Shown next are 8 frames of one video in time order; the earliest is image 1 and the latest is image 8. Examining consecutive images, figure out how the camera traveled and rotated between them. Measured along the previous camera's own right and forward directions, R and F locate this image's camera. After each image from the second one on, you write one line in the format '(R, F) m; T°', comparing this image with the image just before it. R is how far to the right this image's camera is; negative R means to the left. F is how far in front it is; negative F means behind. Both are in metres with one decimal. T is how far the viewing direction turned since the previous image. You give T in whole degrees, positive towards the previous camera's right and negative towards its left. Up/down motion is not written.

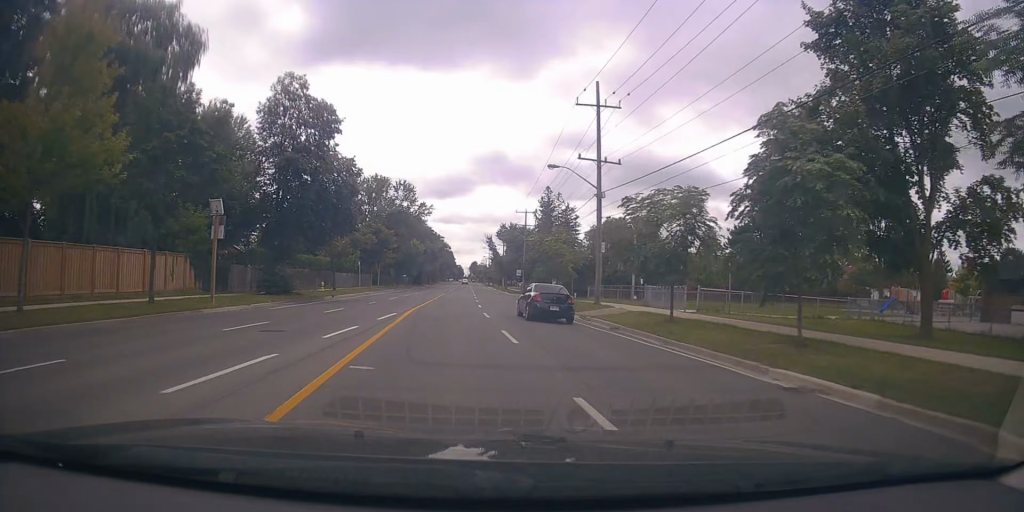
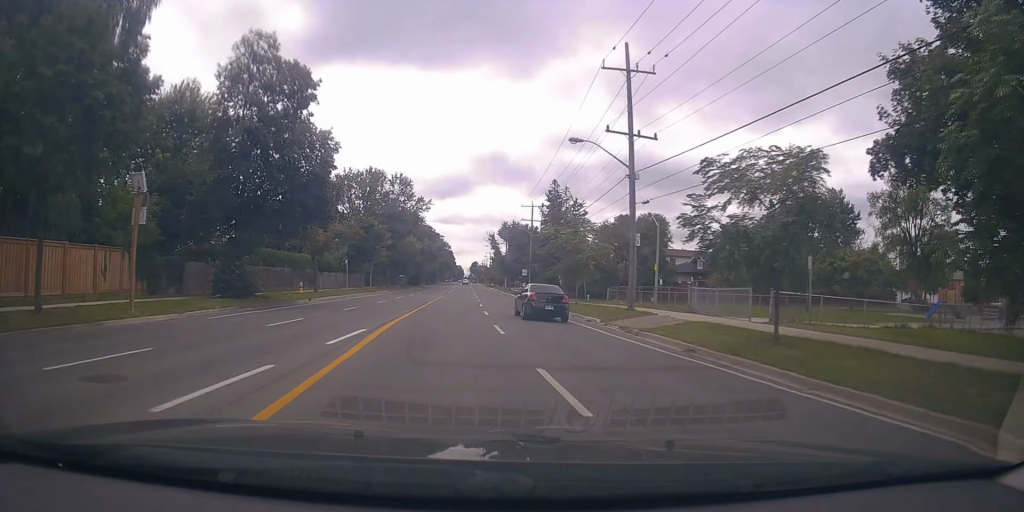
(-0.3, +6.7) m; 0°
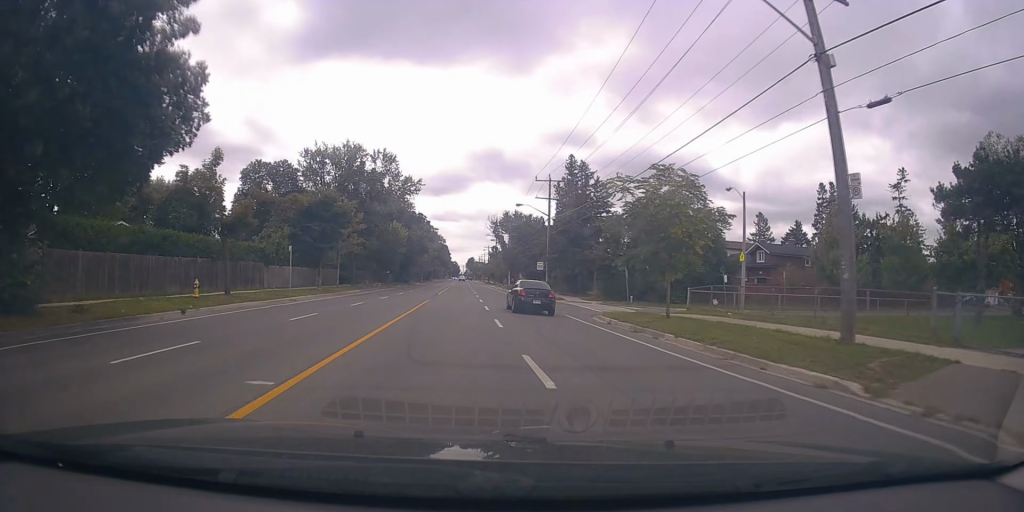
(+0.1, +16.7) m; +1°
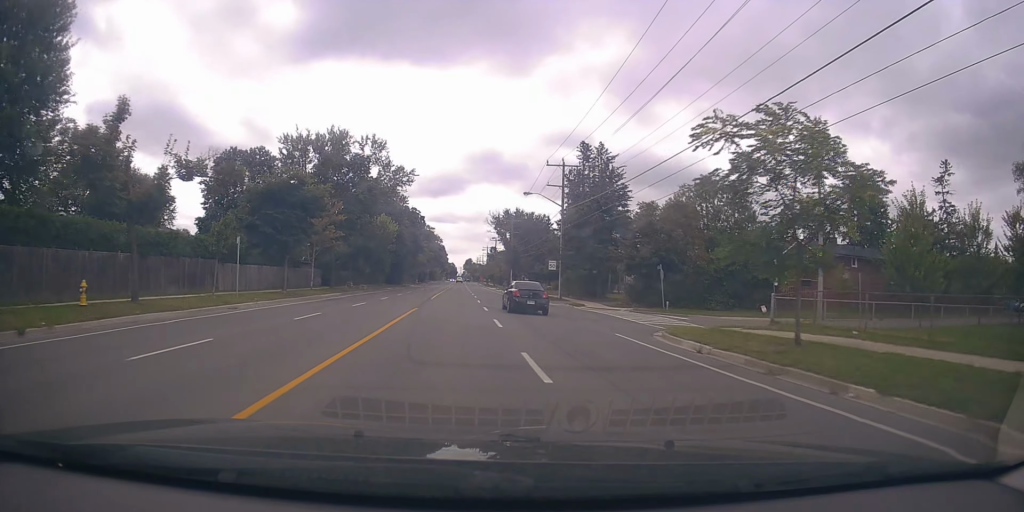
(+0.4, +8.5) m; 0°
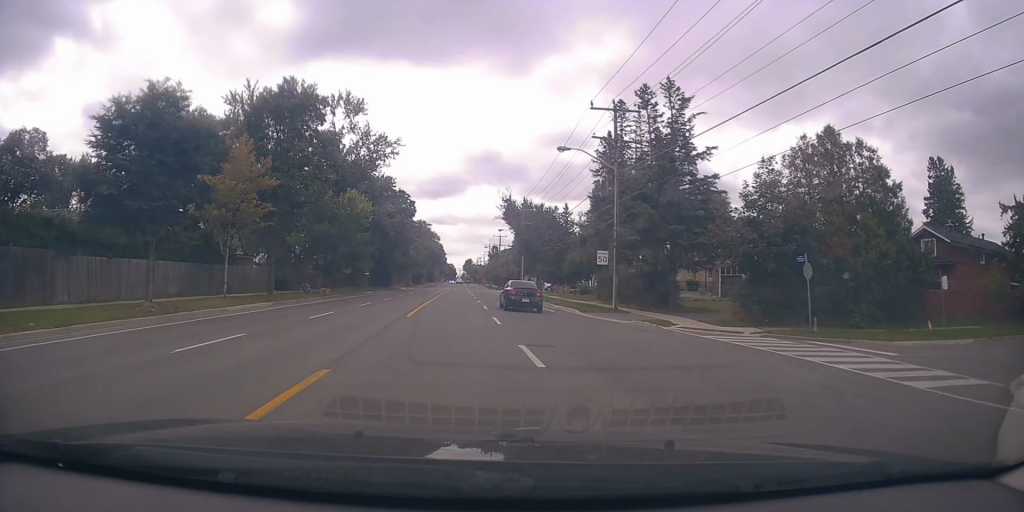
(-0.6, +16.7) m; 0°
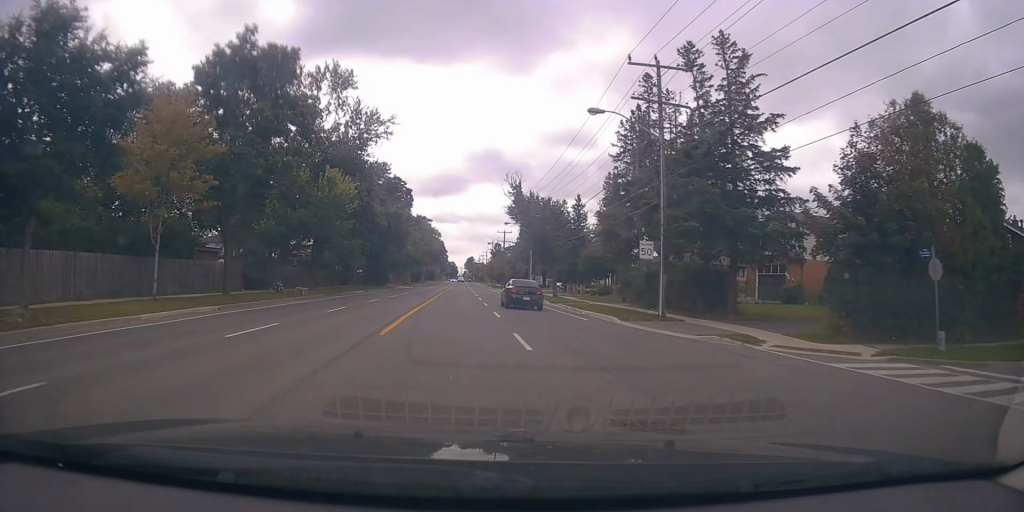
(+0.3, +7.0) m; 0°
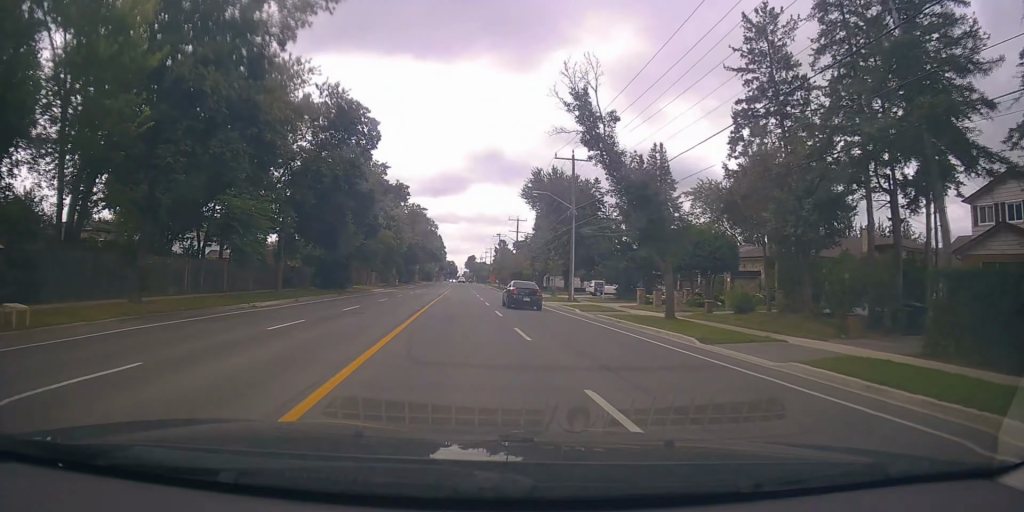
(-0.6, +24.7) m; -2°
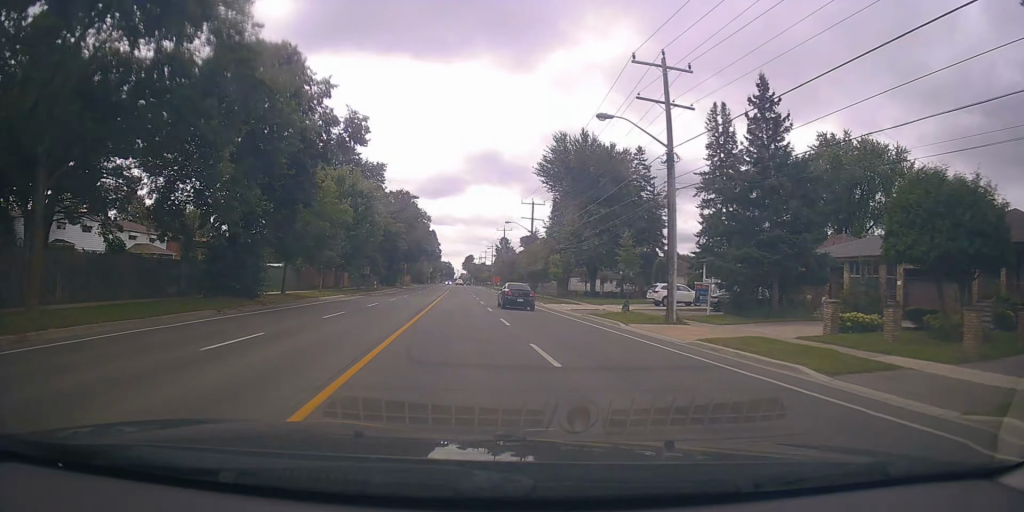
(+0.4, +21.7) m; +1°
